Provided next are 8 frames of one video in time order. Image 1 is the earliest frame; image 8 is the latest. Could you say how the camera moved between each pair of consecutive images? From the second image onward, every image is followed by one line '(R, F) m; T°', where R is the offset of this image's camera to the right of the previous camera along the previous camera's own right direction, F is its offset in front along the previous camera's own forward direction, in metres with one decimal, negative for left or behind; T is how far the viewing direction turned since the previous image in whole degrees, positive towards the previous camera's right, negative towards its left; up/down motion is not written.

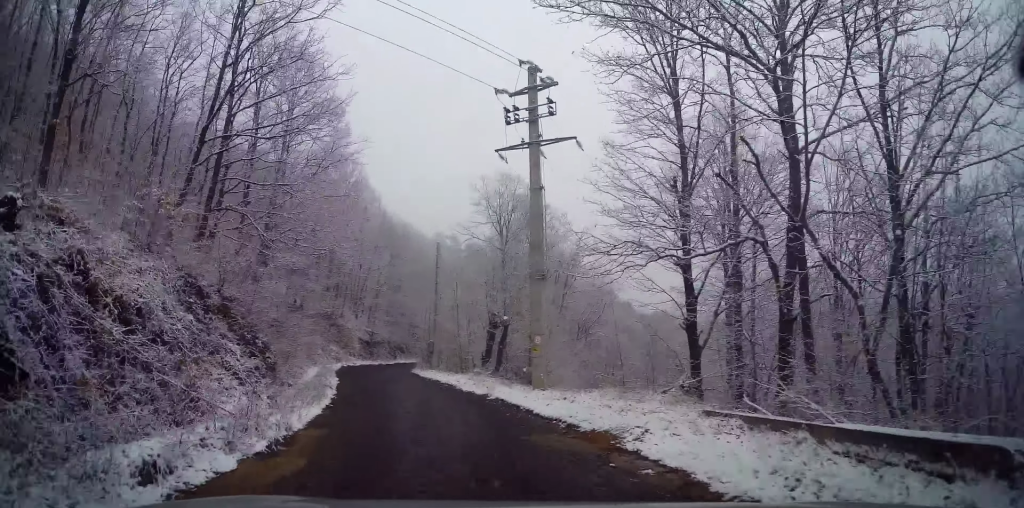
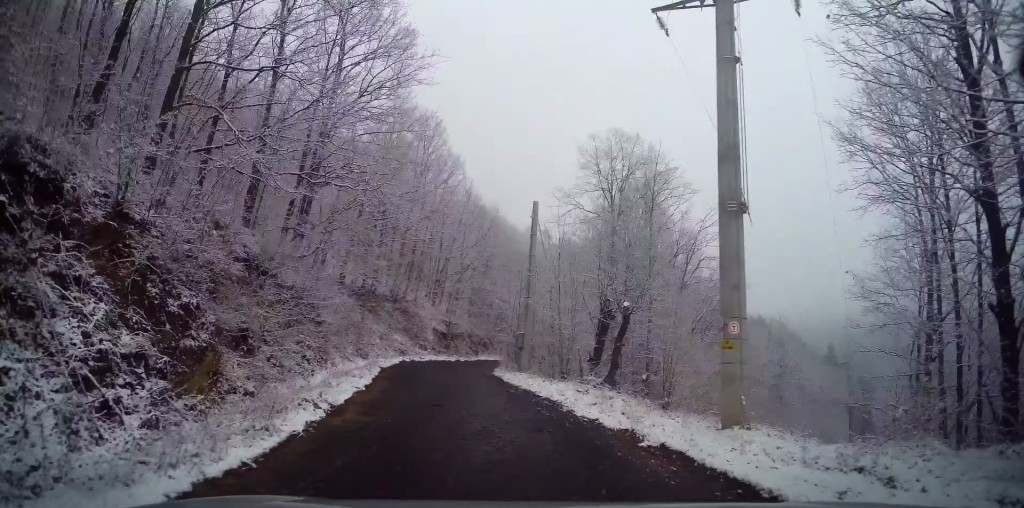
(-0.9, +8.4) m; -9°
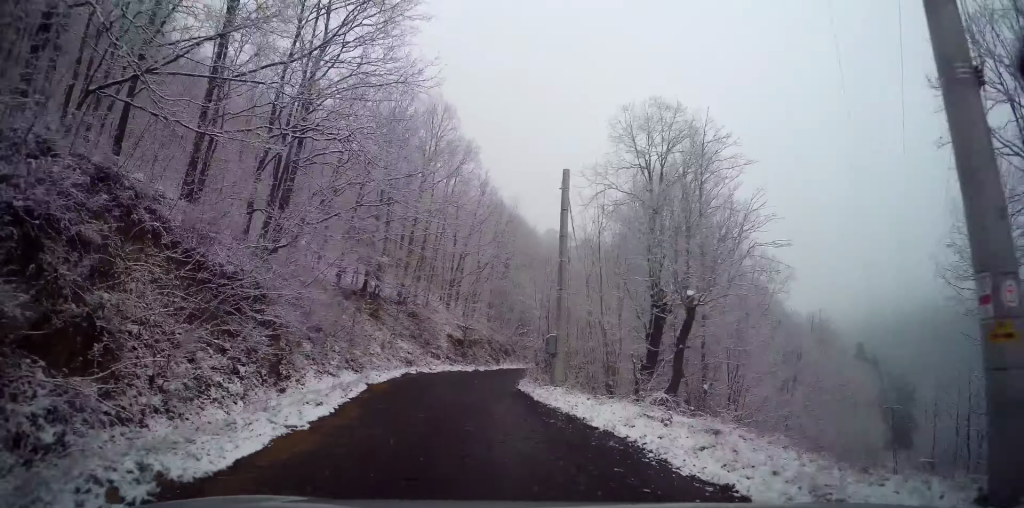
(-0.4, +5.1) m; -2°
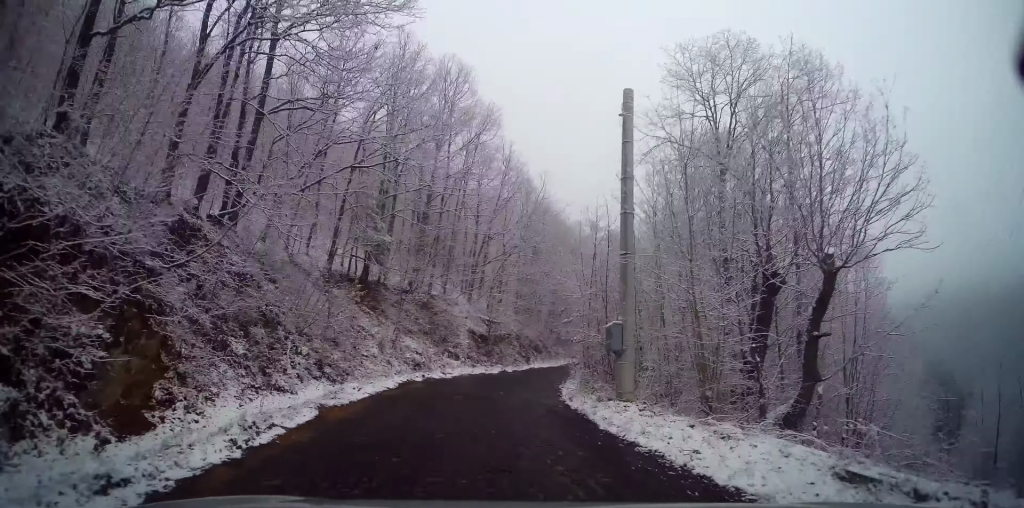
(+0.5, +6.1) m; 0°
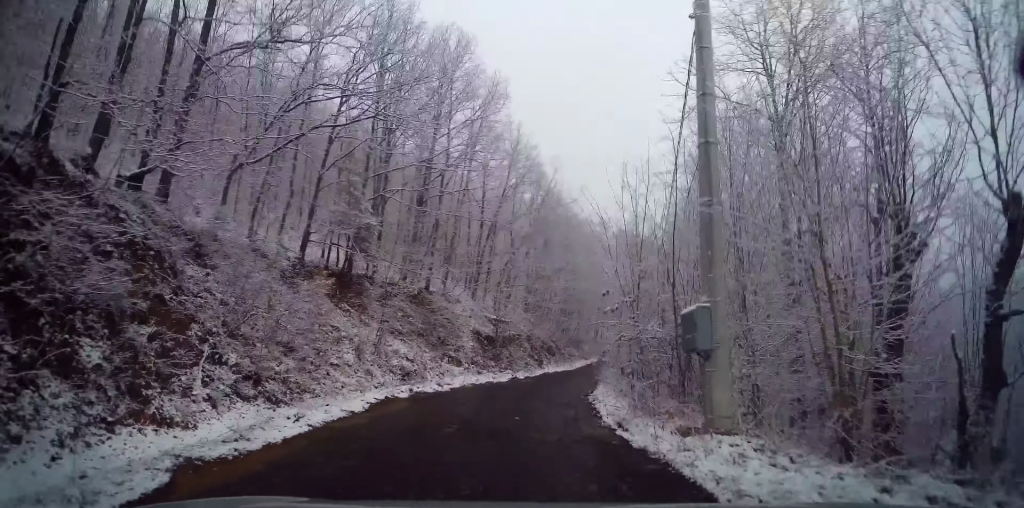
(-0.2, +4.6) m; -2°
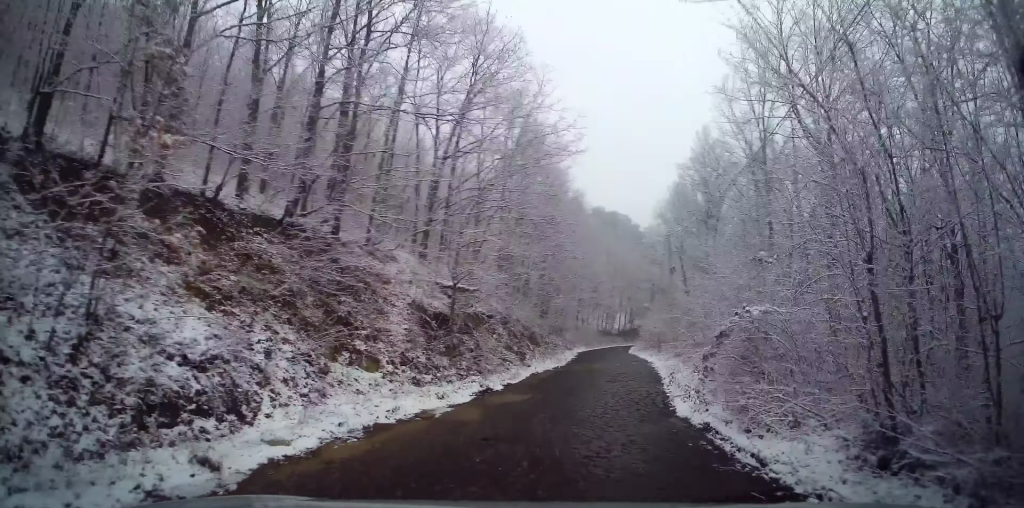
(-0.6, +13.3) m; +2°
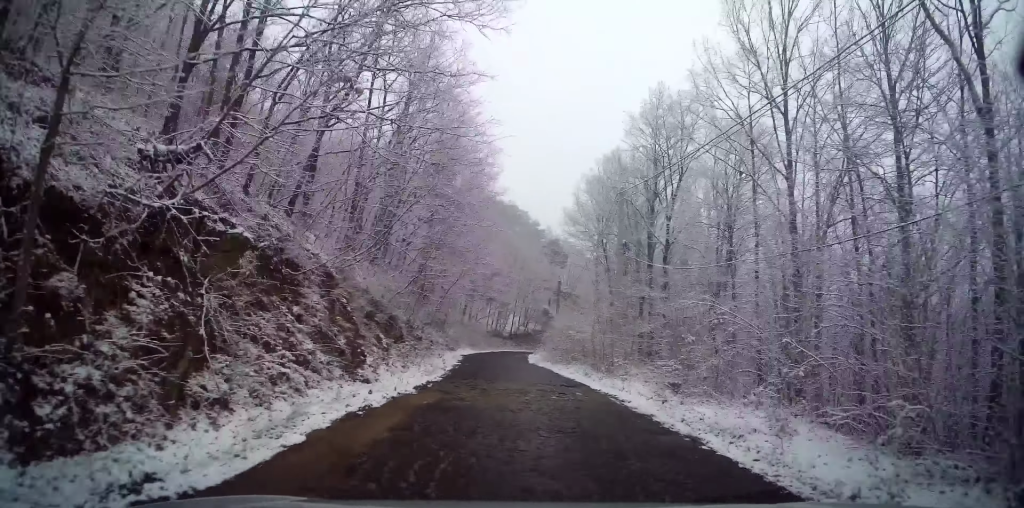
(+1.2, +12.9) m; +7°
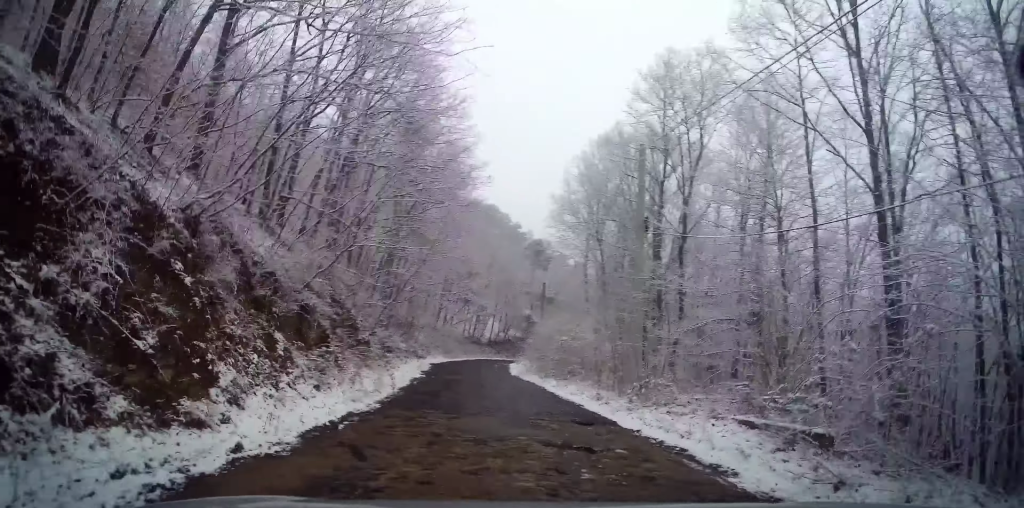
(+0.1, +6.3) m; 0°
